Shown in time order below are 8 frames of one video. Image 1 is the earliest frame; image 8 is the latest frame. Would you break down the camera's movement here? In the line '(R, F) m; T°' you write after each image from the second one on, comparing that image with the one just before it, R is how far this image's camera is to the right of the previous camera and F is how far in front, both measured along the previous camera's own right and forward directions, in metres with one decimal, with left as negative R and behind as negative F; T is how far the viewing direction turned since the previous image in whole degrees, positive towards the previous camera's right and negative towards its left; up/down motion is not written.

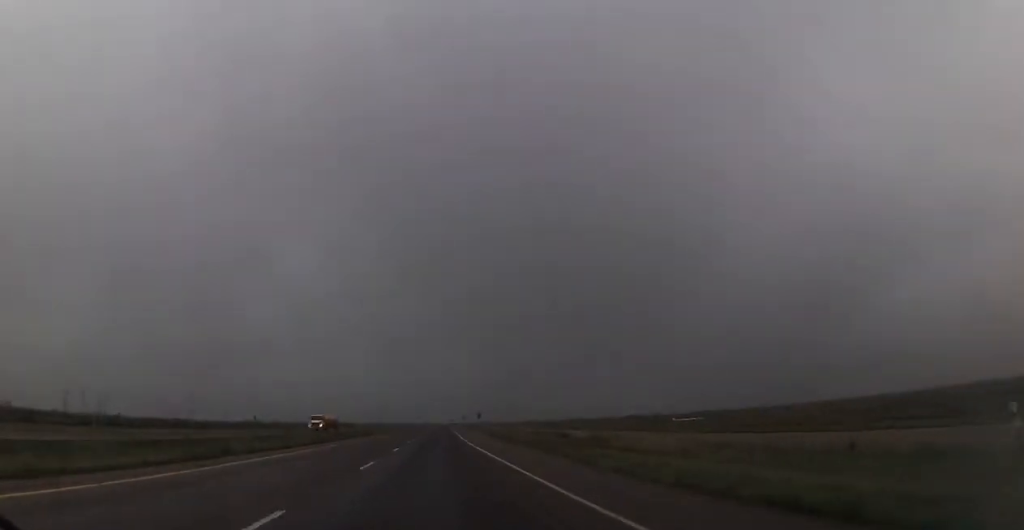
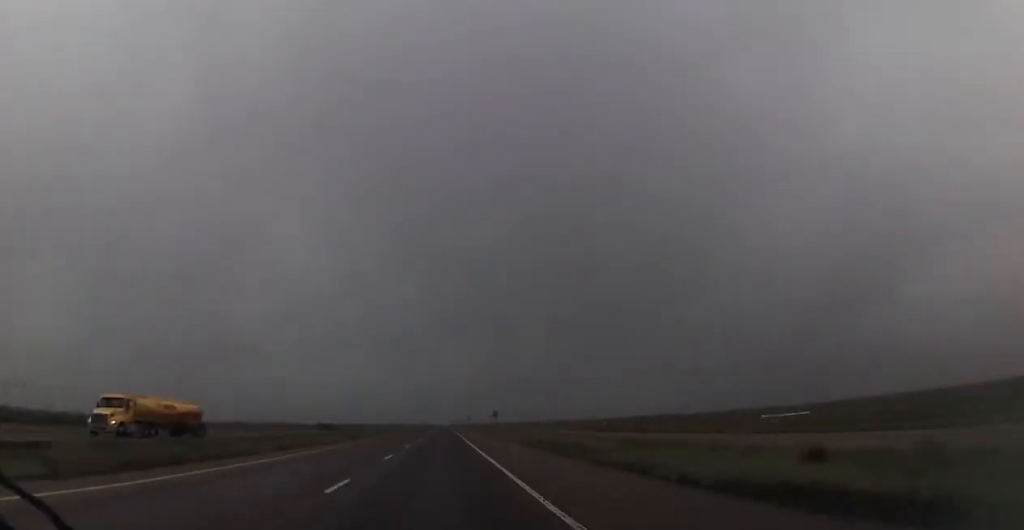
(0.0, +42.4) m; -1°
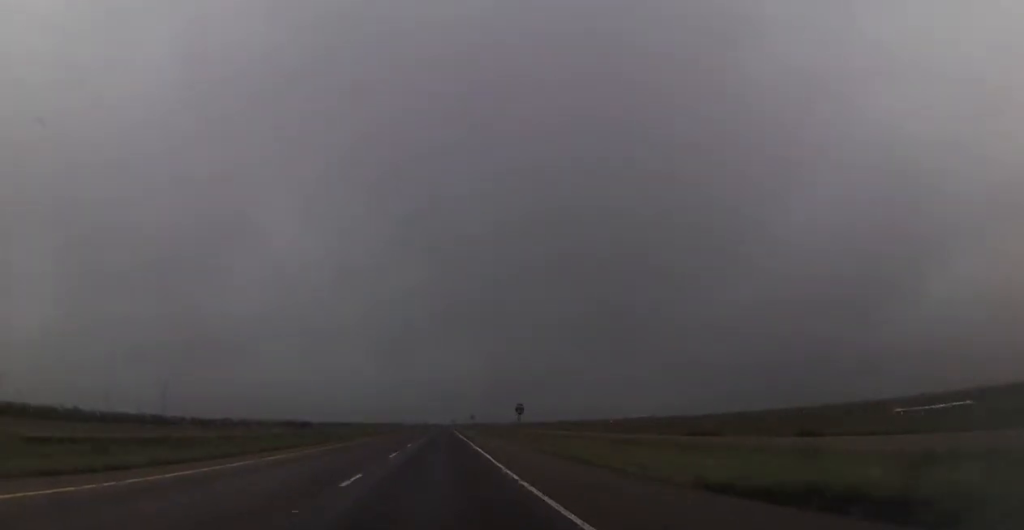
(-0.3, +35.1) m; 0°
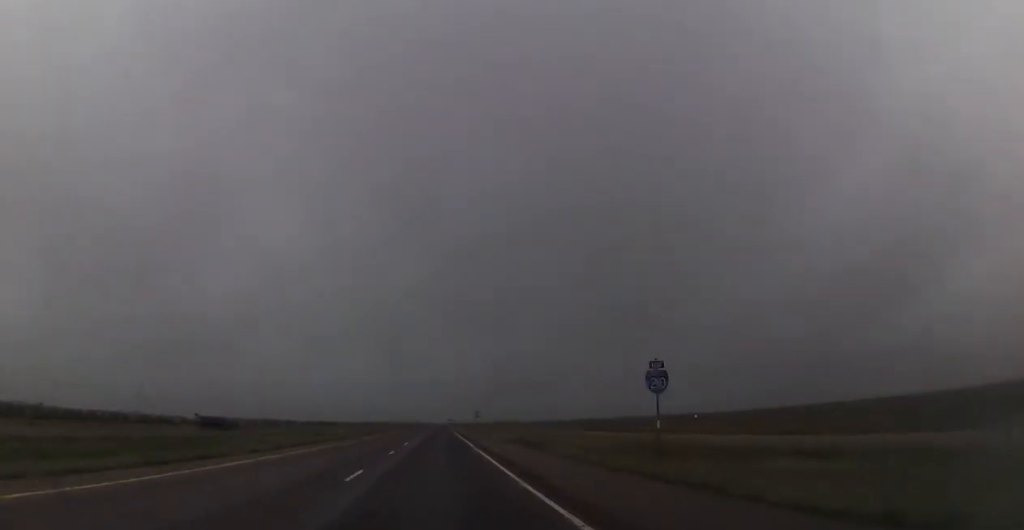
(+0.2, +47.3) m; +1°
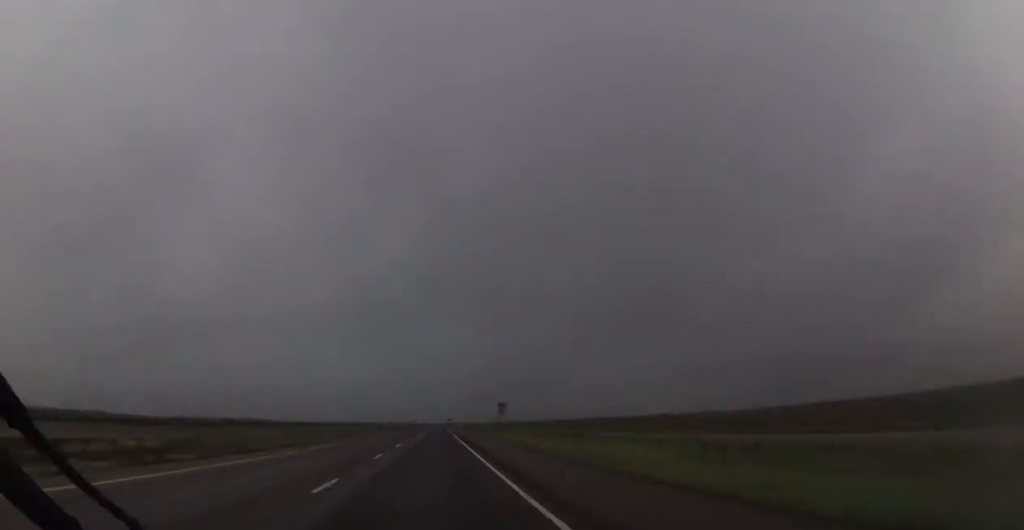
(+0.2, +63.1) m; 0°
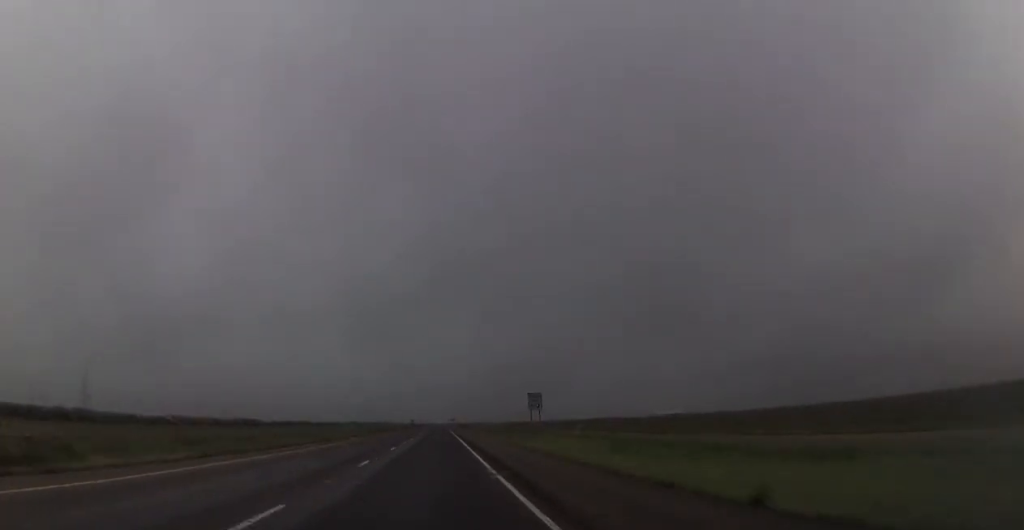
(-0.1, +29.1) m; 0°
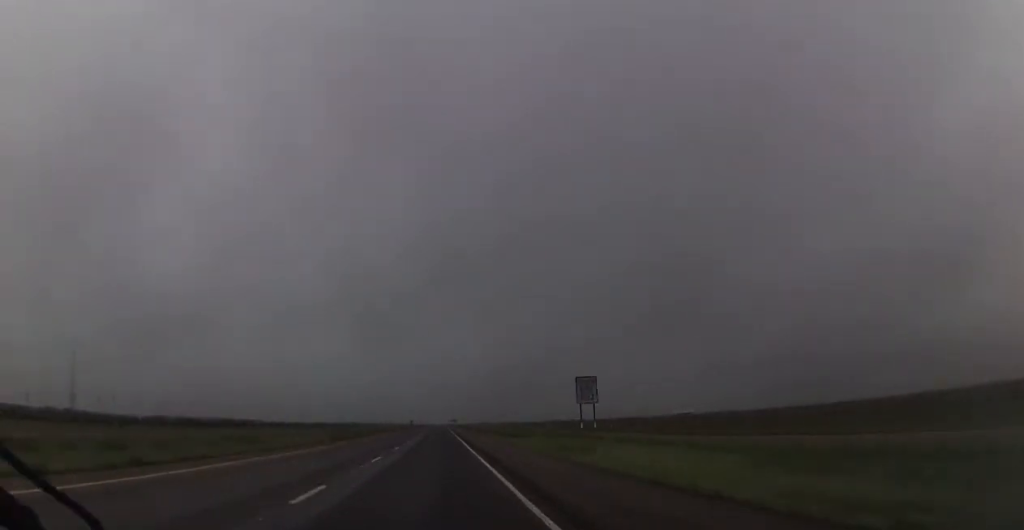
(-0.4, +20.6) m; 0°
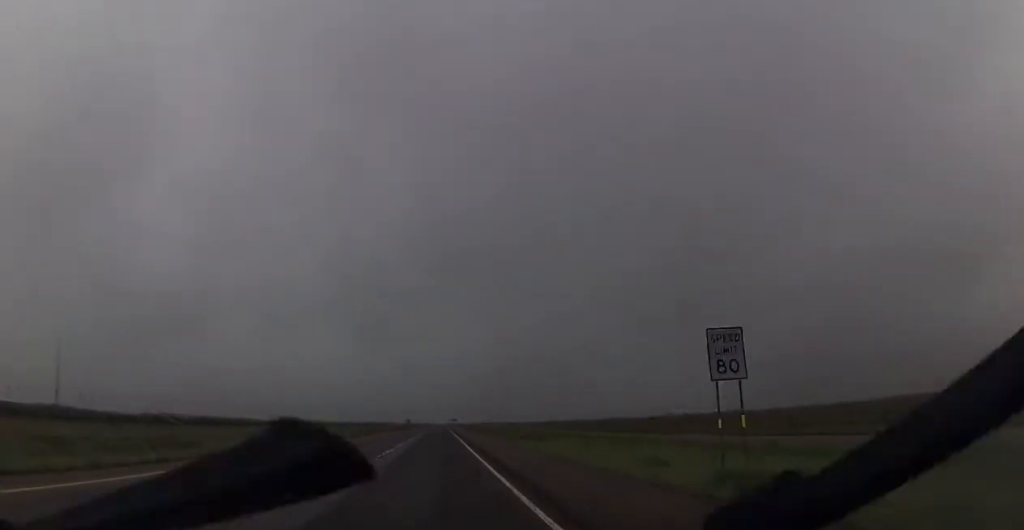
(+0.1, +19.4) m; 0°
